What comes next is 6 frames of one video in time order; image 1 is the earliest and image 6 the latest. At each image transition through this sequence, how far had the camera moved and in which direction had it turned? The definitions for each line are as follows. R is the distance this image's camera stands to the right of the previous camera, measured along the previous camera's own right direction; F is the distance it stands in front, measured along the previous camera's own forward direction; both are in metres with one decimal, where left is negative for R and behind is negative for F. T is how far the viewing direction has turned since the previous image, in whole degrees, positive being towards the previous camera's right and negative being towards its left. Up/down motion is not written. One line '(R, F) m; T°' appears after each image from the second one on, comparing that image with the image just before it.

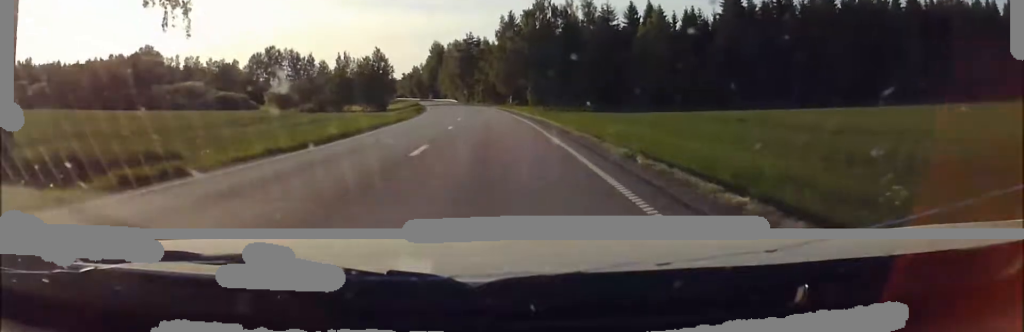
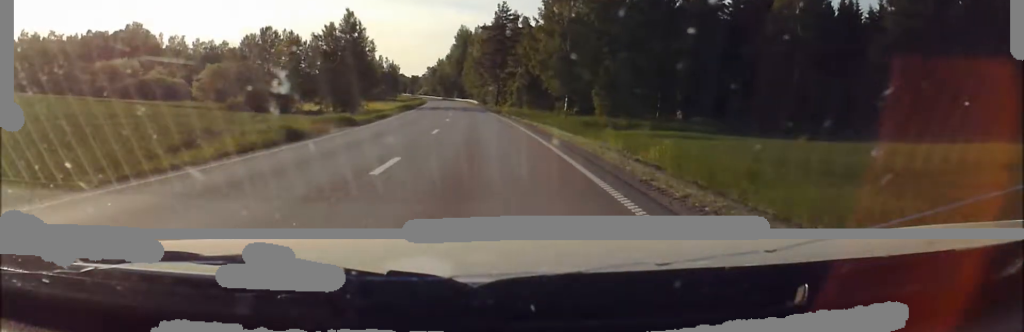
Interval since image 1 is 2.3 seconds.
(+0.4, +51.1) m; -1°
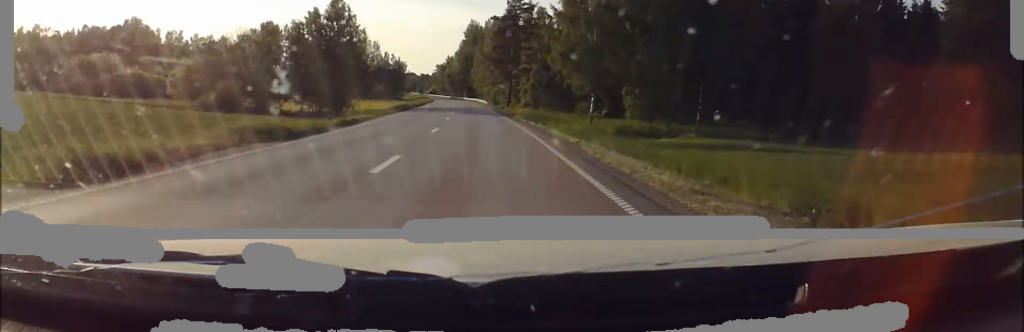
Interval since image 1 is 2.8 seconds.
(-0.2, +11.8) m; -2°
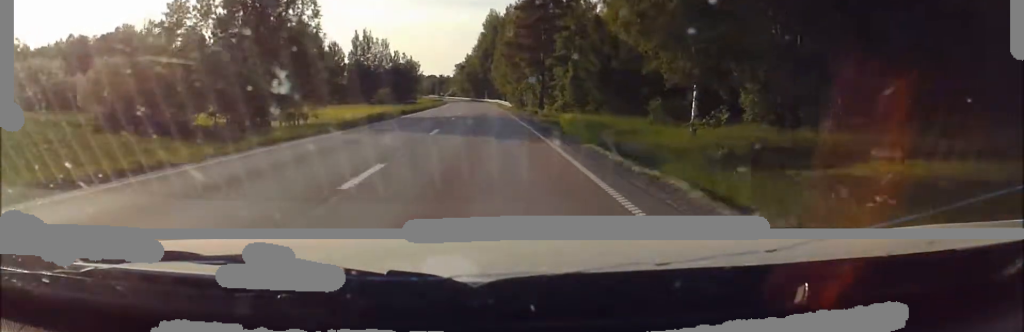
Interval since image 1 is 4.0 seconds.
(-1.3, +25.8) m; -3°
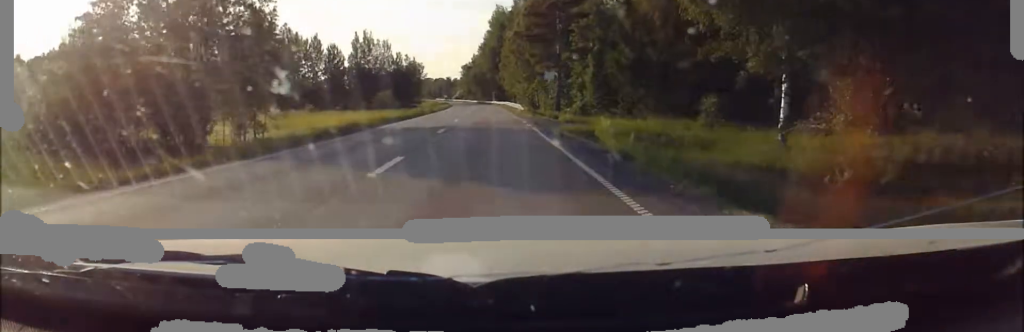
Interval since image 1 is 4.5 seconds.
(0.0, +10.4) m; 0°
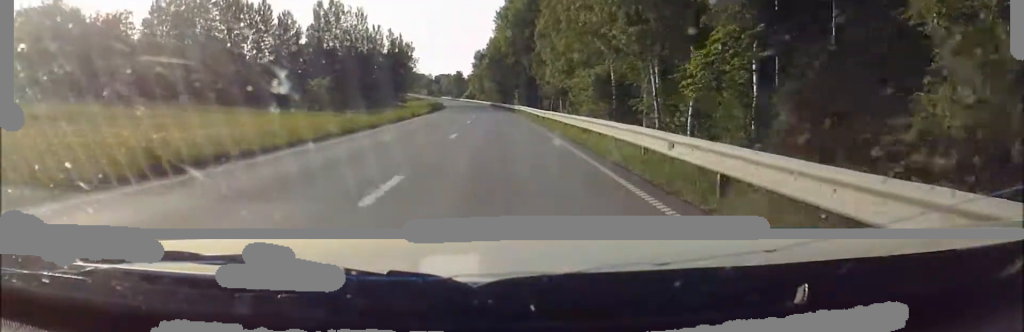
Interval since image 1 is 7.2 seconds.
(-0.1, +61.3) m; 0°
